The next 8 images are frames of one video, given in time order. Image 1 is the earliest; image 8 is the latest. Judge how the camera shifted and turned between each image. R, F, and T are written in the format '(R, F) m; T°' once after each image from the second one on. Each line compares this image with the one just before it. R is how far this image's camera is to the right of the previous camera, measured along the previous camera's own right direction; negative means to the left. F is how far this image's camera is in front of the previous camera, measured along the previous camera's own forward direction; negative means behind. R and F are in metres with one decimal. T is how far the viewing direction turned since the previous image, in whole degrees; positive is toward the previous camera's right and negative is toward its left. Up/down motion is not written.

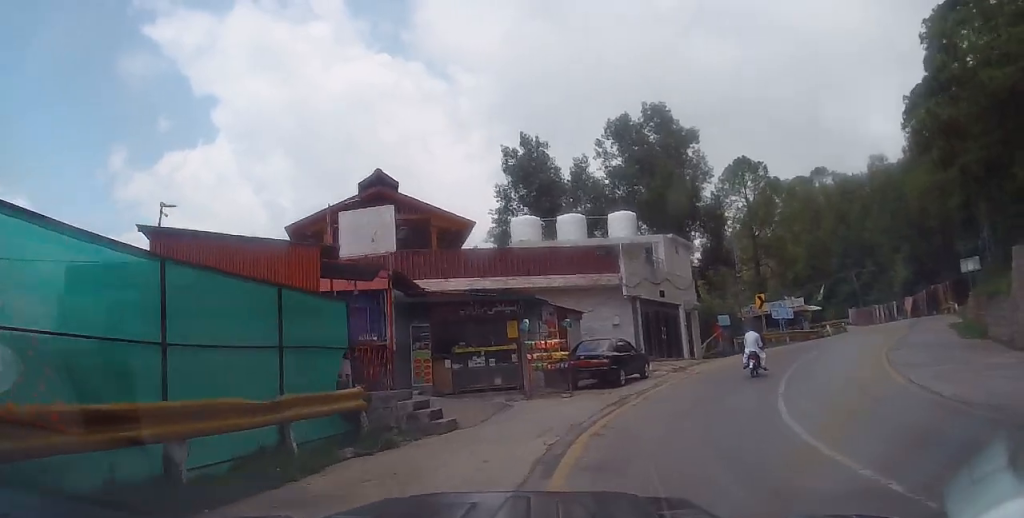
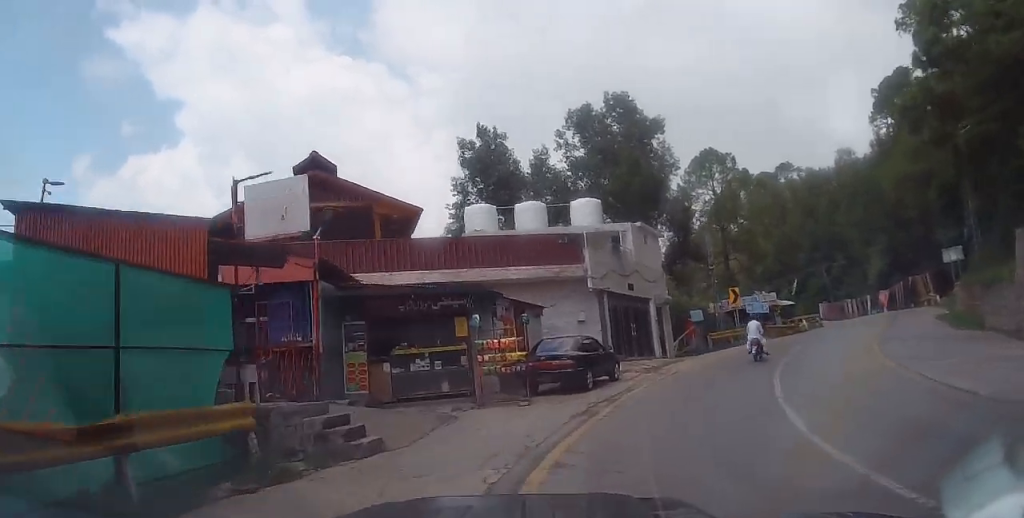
(0.0, +2.5) m; +2°
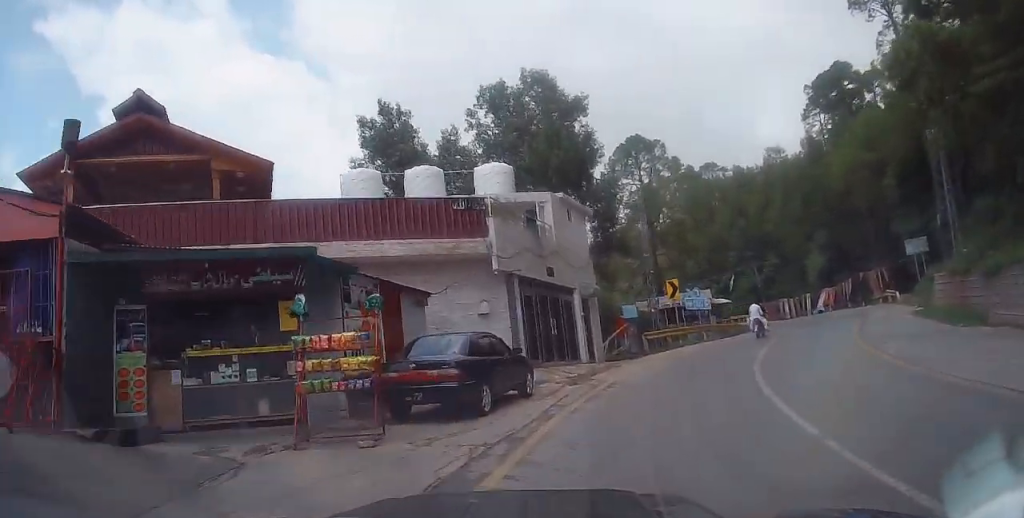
(+0.2, +5.7) m; +9°
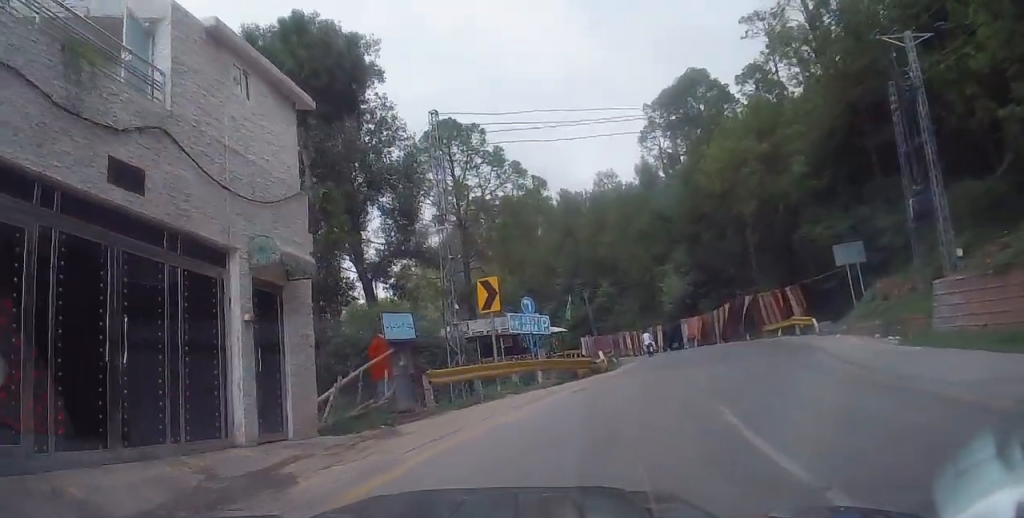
(+1.7, +13.5) m; +10°
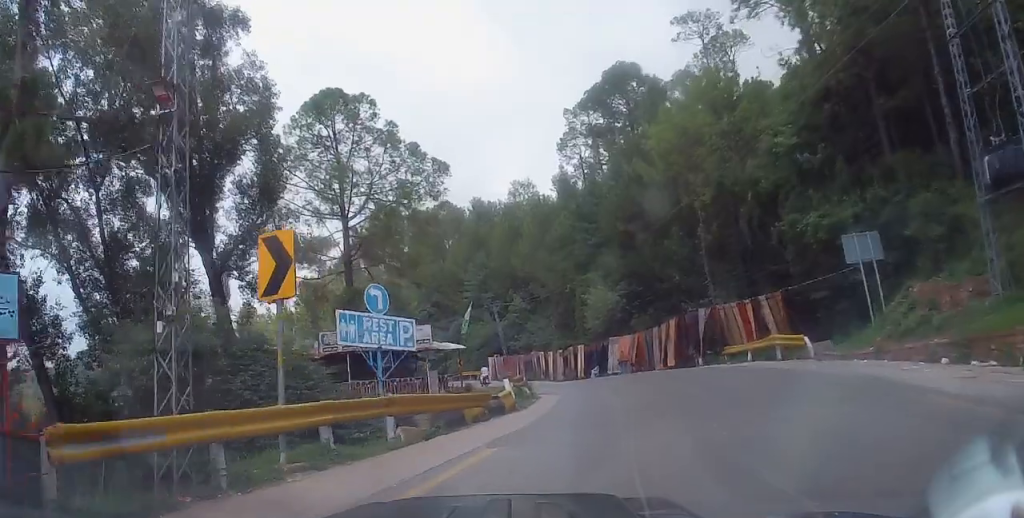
(+0.6, +8.9) m; +13°
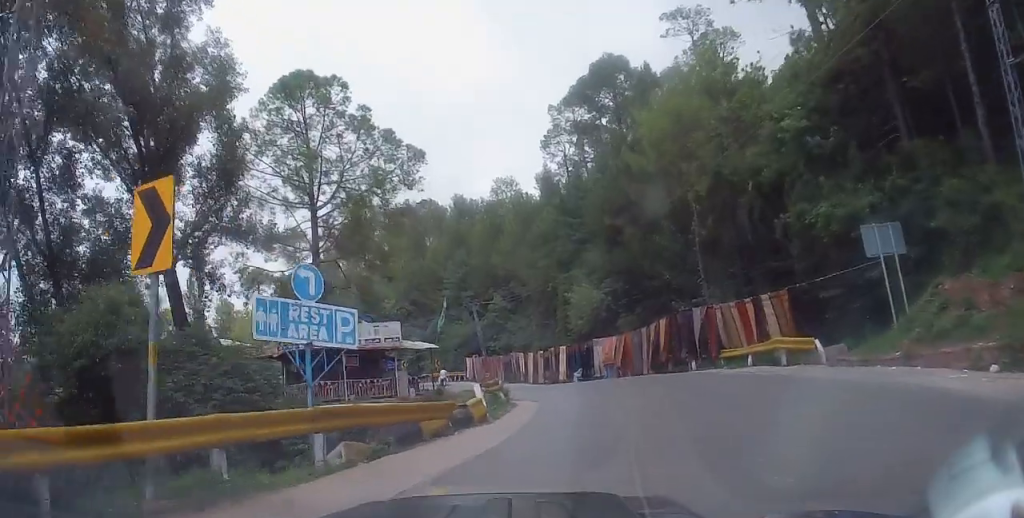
(+0.3, +2.5) m; +1°
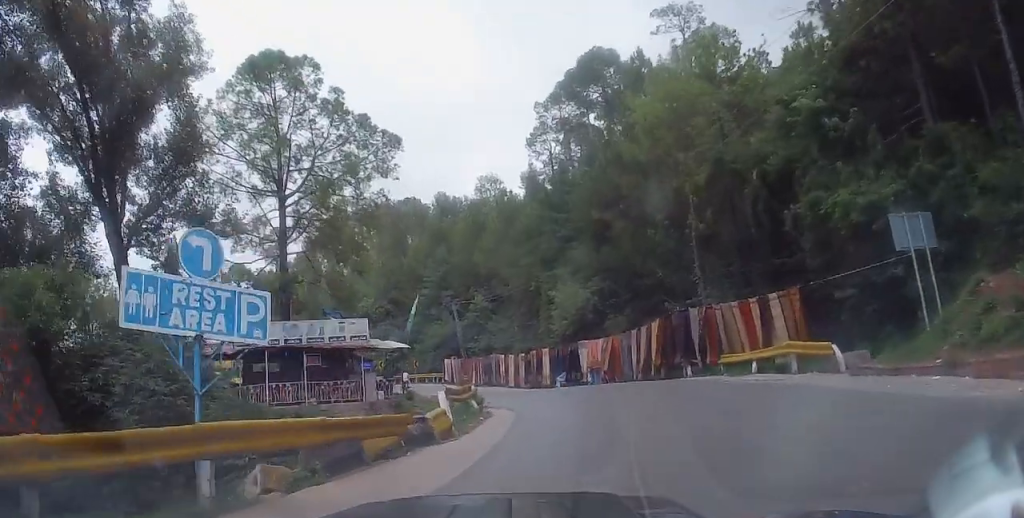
(+0.3, +2.5) m; +1°
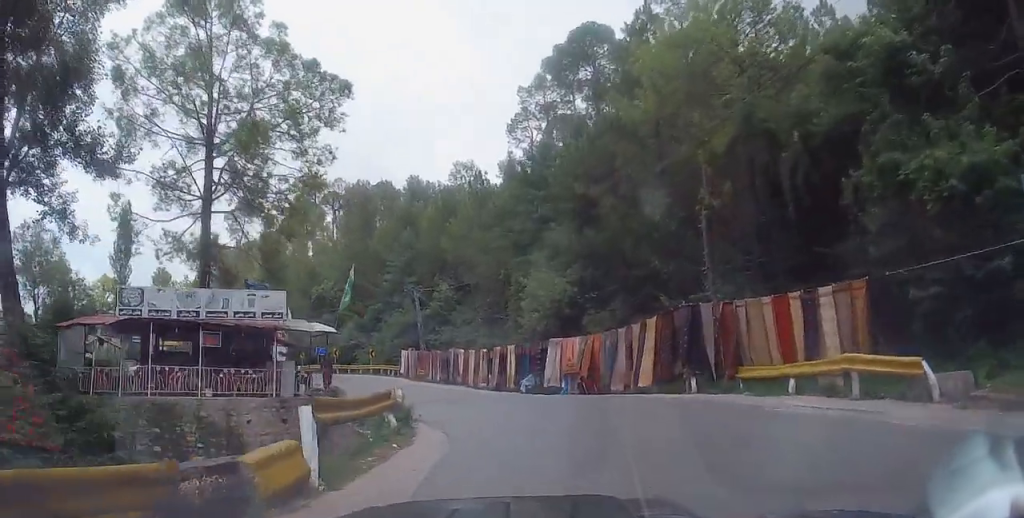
(-0.5, +5.4) m; 0°
